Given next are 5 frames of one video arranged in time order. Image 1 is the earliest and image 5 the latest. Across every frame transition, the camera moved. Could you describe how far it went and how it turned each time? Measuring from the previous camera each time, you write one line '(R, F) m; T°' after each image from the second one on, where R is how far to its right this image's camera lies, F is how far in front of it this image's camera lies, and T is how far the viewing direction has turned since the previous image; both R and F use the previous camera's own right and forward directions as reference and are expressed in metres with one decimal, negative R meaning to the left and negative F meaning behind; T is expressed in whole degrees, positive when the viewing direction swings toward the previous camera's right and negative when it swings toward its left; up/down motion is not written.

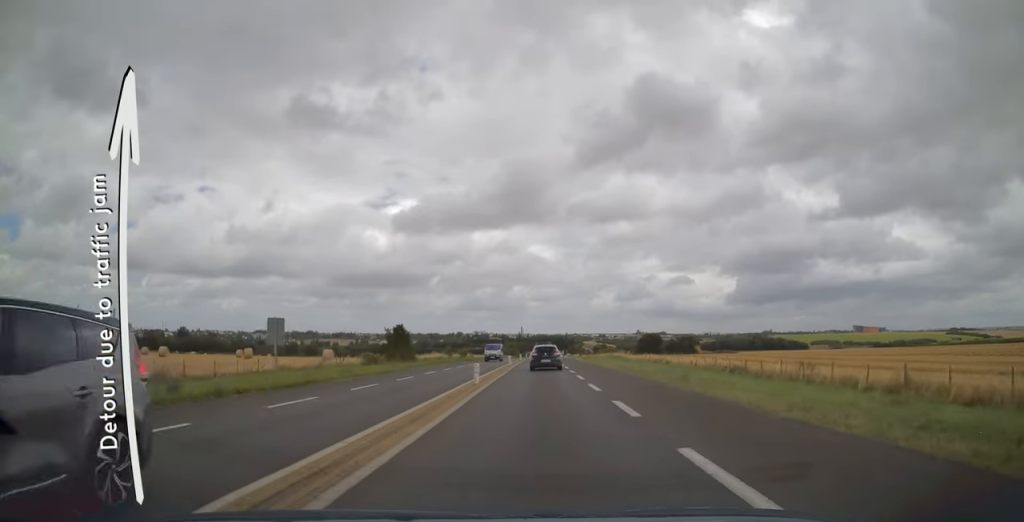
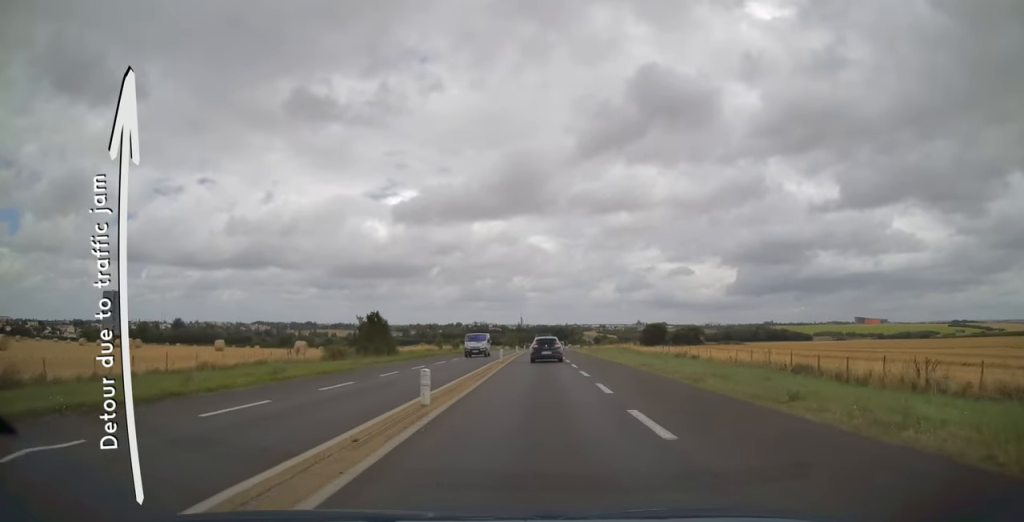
(0.0, +9.6) m; 0°
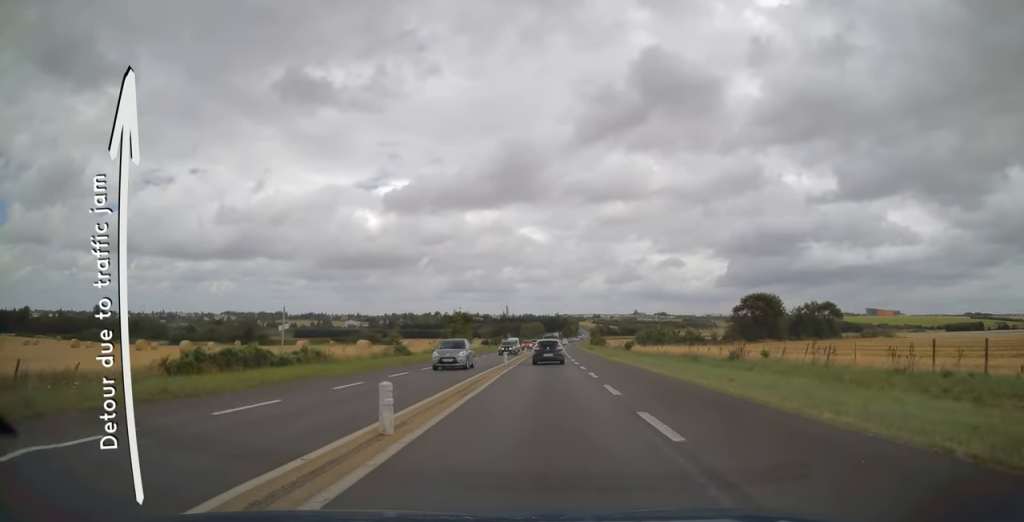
(+0.8, +123.9) m; +2°
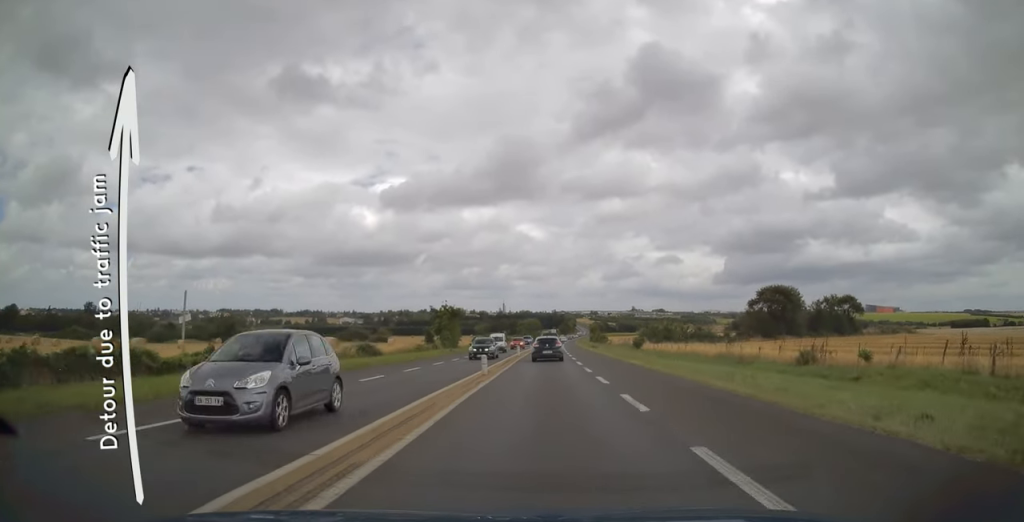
(0.0, +10.3) m; 0°
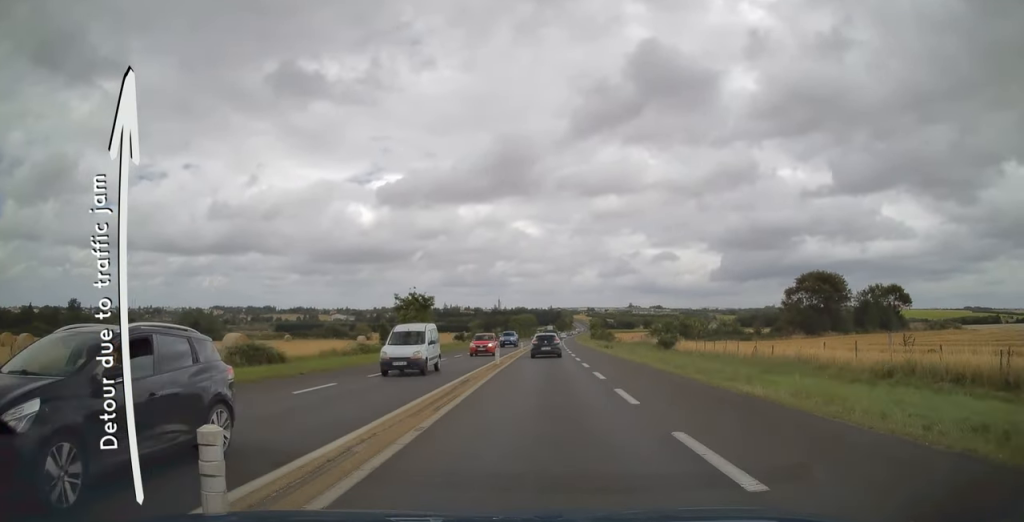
(+0.2, +18.4) m; 0°
